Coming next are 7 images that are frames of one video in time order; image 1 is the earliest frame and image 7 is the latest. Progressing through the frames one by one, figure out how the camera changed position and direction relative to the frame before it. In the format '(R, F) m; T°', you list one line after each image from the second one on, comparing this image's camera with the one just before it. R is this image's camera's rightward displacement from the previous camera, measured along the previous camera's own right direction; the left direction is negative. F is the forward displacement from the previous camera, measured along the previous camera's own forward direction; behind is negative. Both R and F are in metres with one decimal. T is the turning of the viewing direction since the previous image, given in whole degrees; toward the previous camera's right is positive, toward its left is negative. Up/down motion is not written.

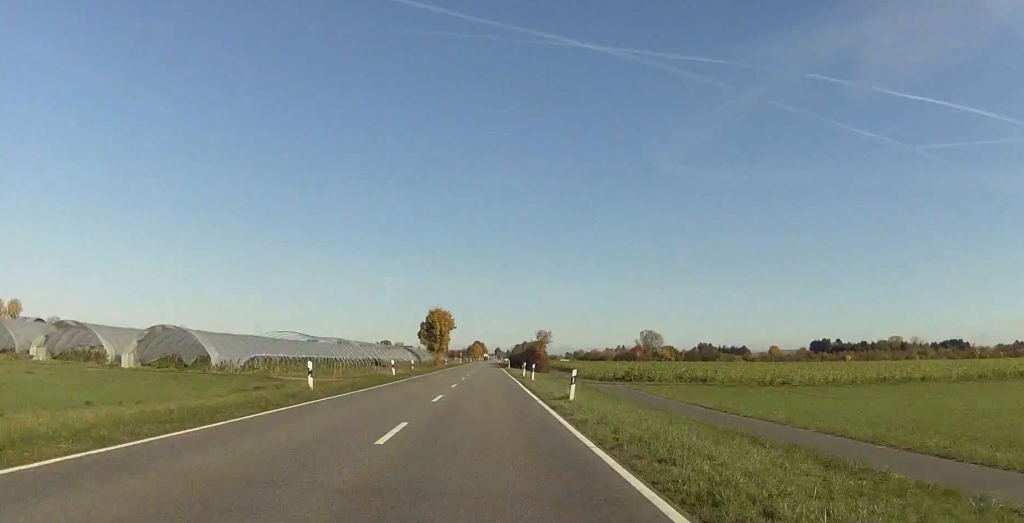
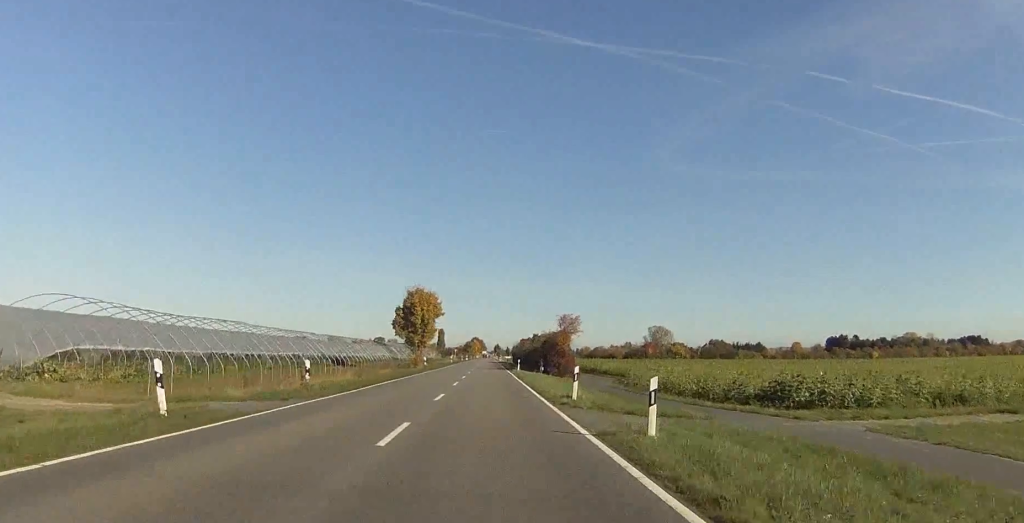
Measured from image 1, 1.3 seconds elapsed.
(-0.1, +37.6) m; 0°
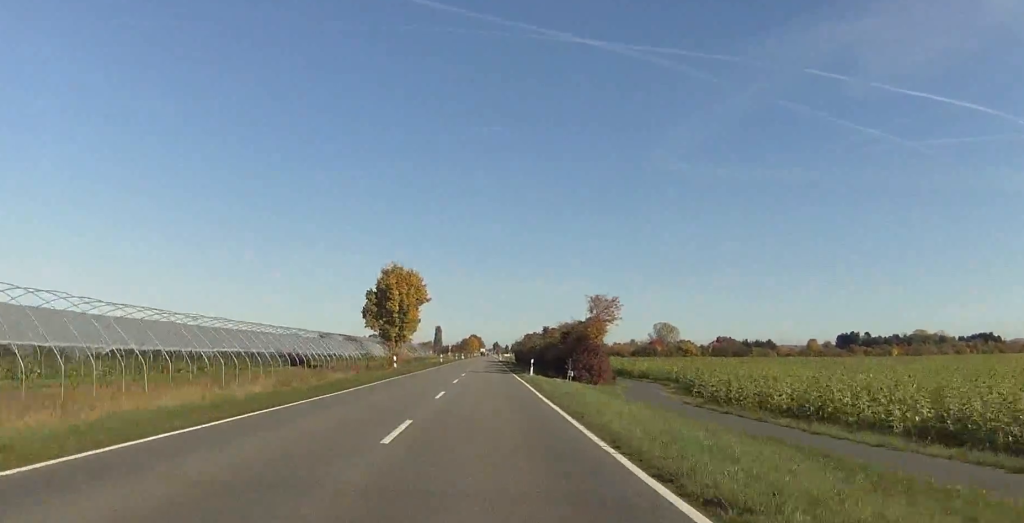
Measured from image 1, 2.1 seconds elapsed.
(+0.2, +24.4) m; 0°
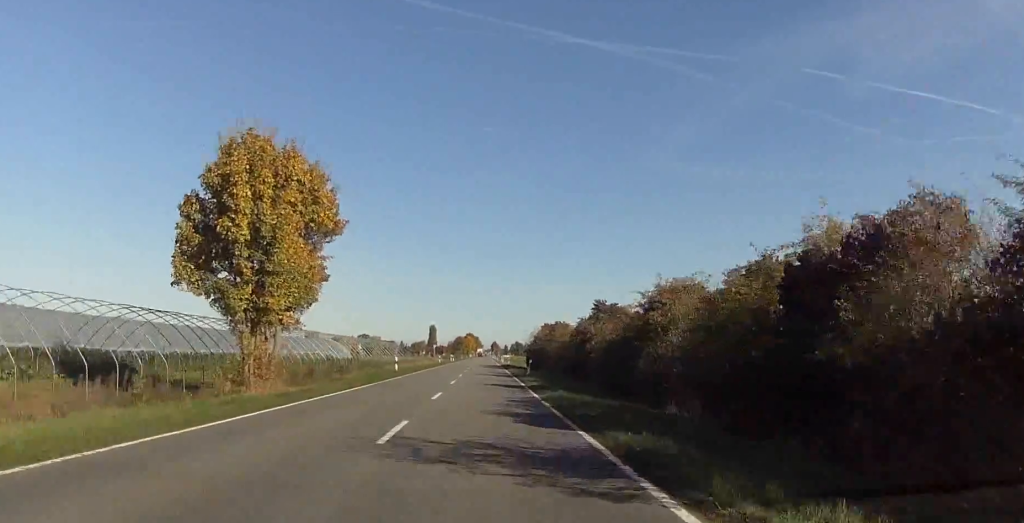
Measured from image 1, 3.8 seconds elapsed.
(0.0, +49.3) m; 0°
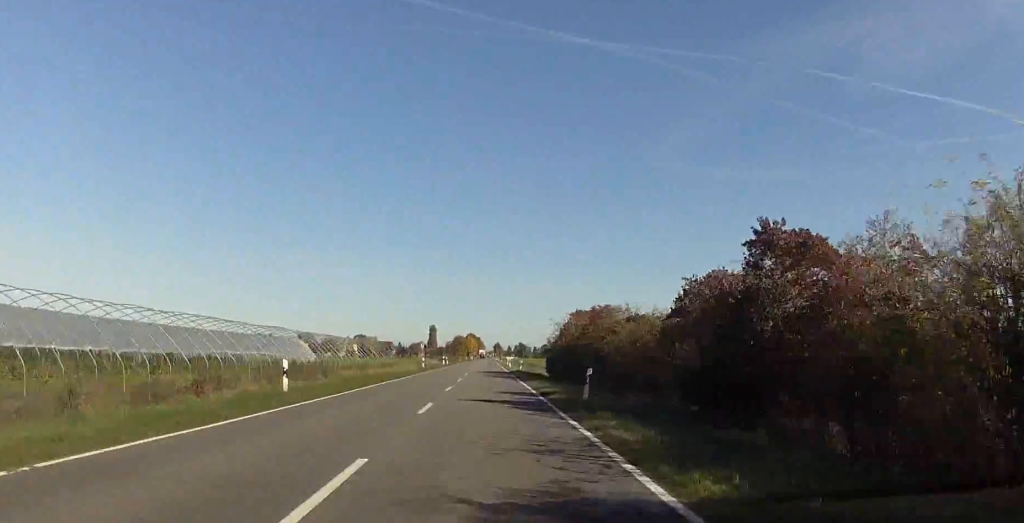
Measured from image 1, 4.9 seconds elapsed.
(-0.3, +30.6) m; 0°
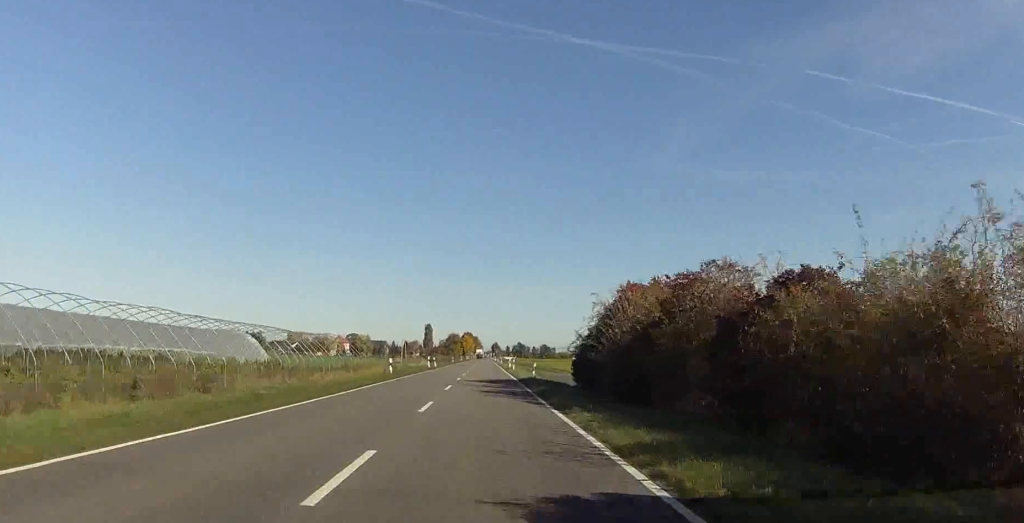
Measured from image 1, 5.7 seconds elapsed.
(+0.5, +23.7) m; 0°
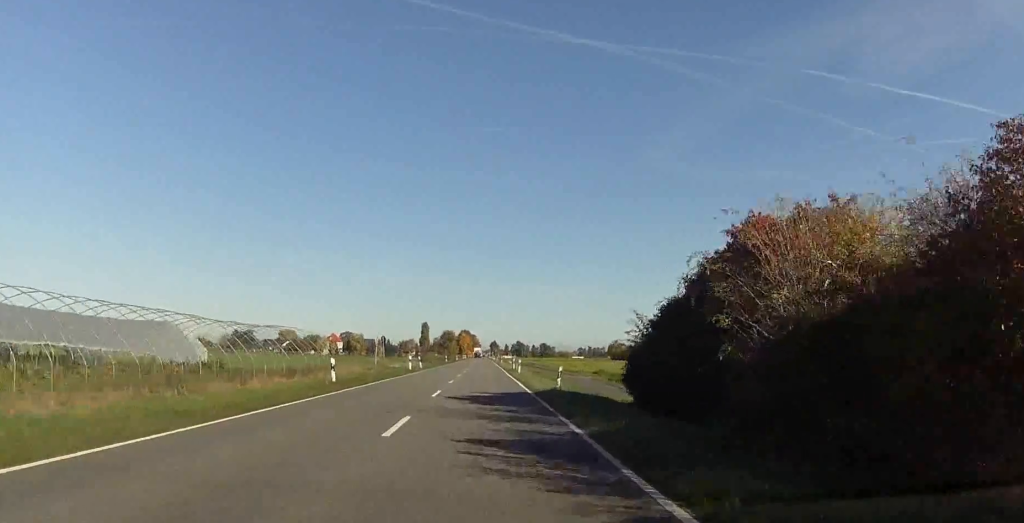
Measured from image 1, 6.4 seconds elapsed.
(-0.1, +18.9) m; 0°
